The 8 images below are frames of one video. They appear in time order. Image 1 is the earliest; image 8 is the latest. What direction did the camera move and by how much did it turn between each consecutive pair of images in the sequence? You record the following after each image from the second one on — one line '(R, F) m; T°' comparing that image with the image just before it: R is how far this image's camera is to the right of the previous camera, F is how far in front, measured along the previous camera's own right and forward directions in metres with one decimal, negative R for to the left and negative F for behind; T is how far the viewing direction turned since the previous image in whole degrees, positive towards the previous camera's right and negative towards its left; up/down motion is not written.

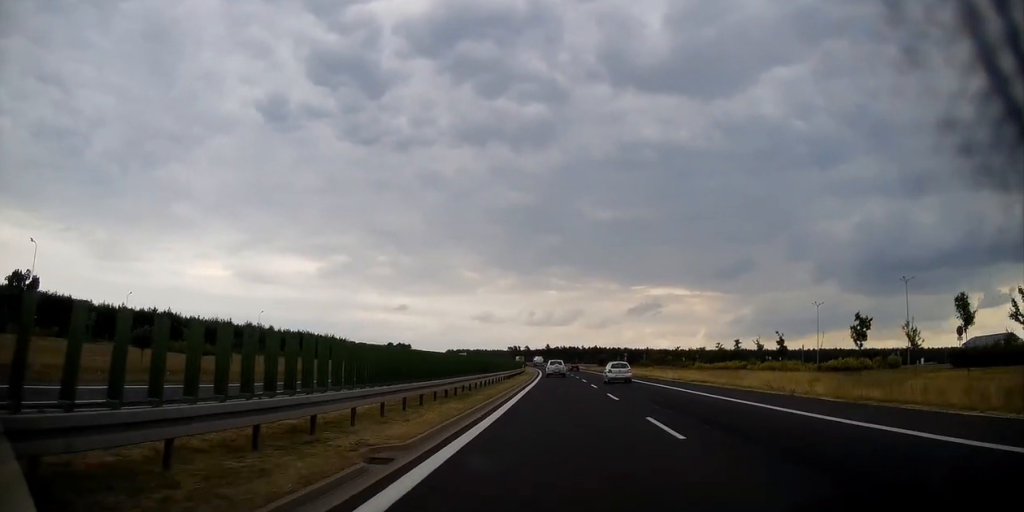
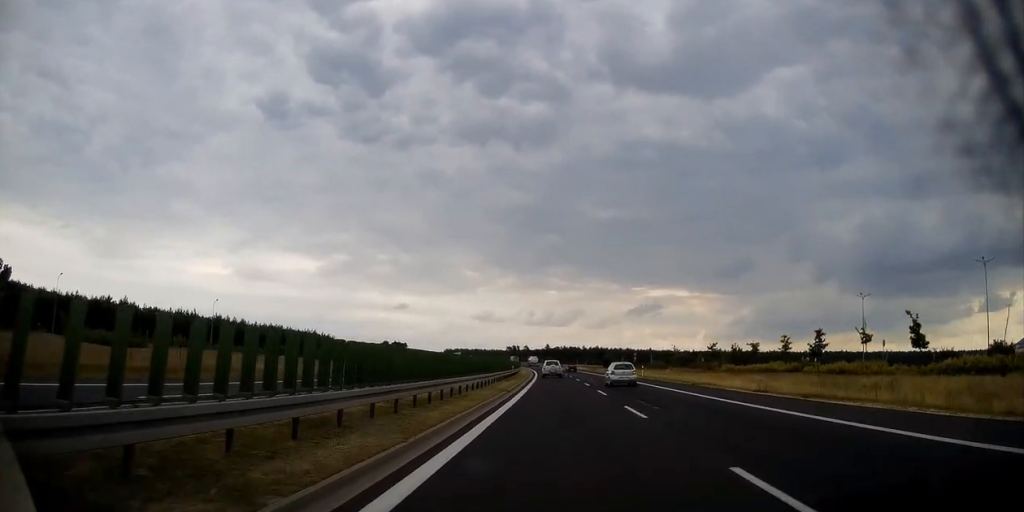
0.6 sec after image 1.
(-0.3, +18.7) m; 0°
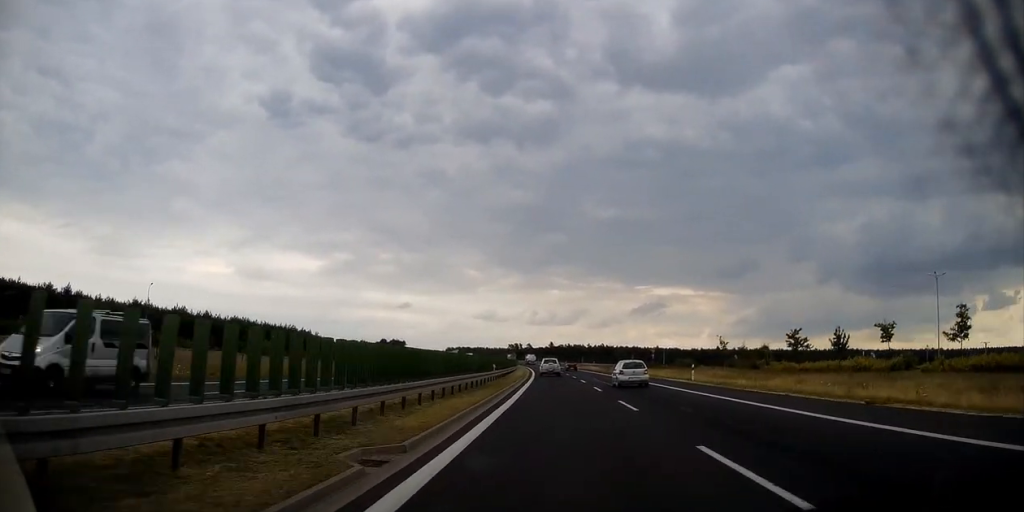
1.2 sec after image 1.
(+0.3, +21.0) m; 0°
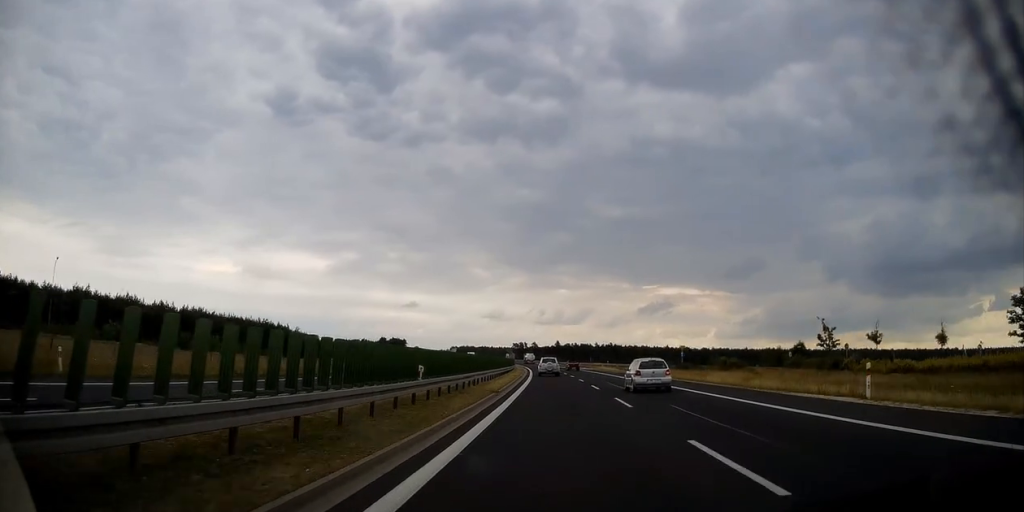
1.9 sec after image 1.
(0.0, +22.2) m; -1°
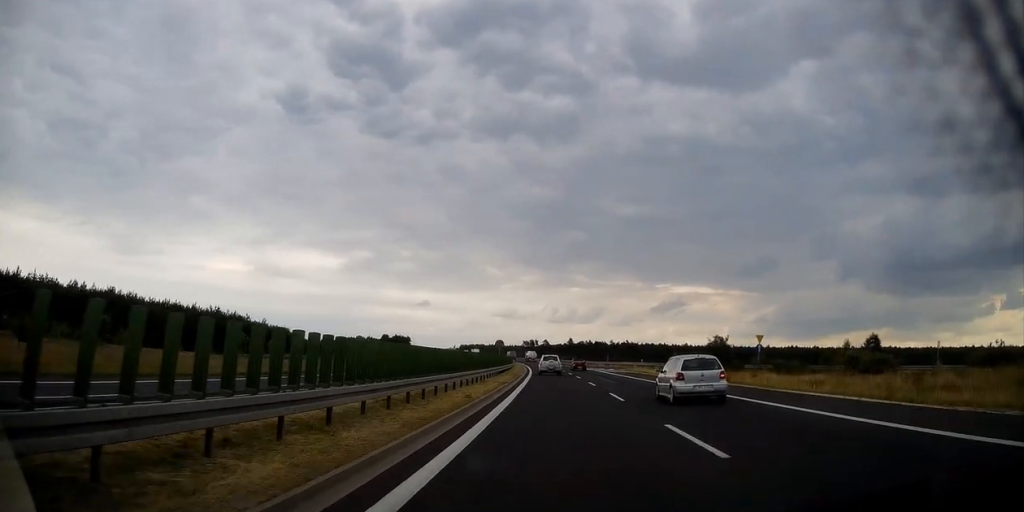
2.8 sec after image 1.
(-0.5, +32.3) m; -1°
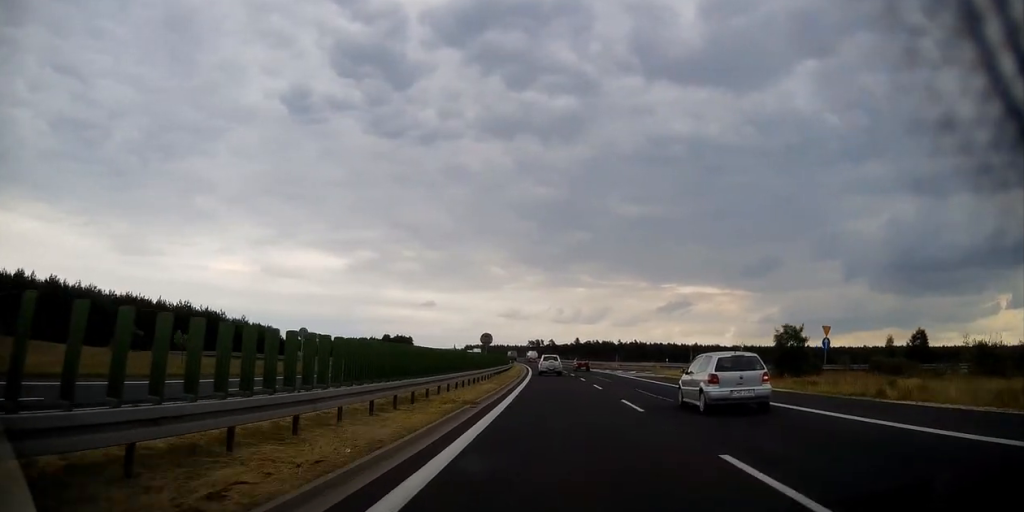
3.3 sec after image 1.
(0.0, +15.6) m; 0°
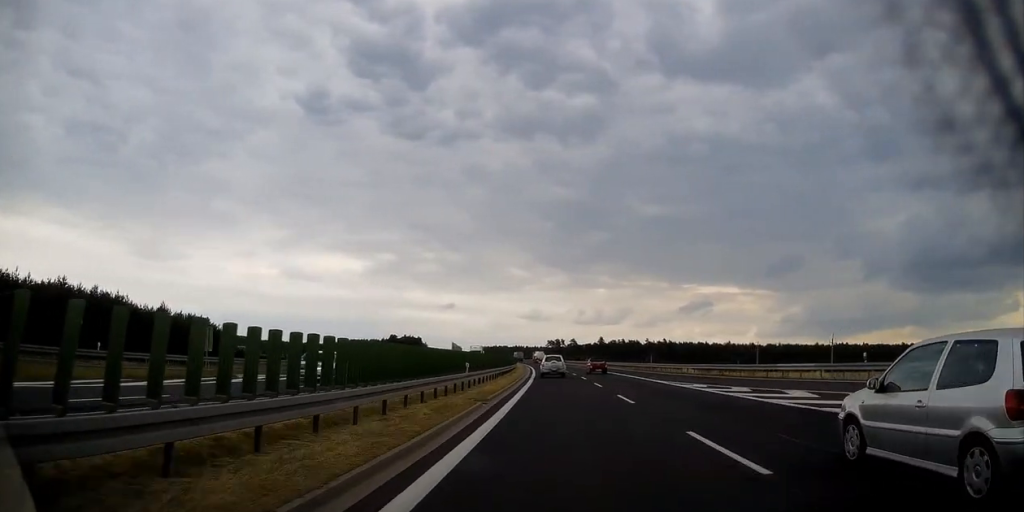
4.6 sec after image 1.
(-0.3, +44.0) m; -1°
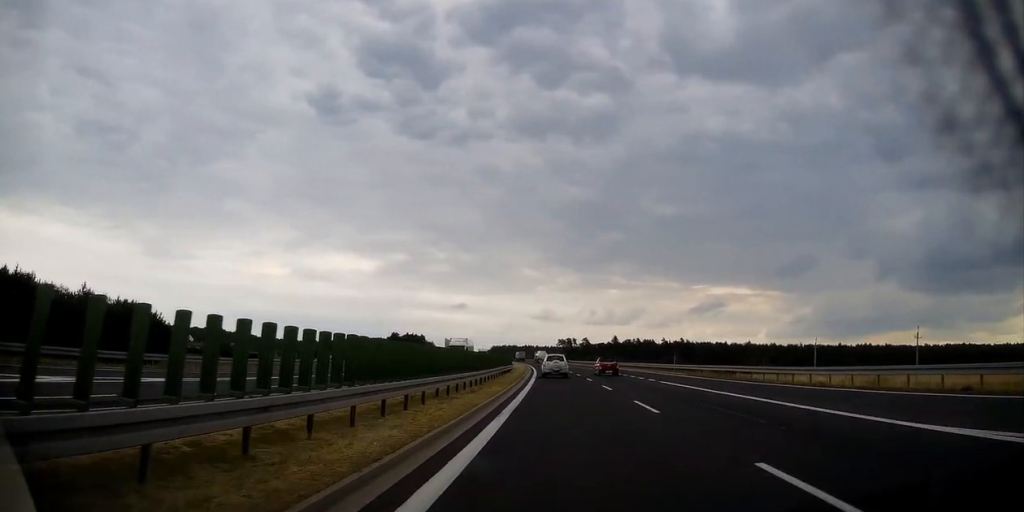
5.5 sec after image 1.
(-0.1, +26.9) m; -1°
